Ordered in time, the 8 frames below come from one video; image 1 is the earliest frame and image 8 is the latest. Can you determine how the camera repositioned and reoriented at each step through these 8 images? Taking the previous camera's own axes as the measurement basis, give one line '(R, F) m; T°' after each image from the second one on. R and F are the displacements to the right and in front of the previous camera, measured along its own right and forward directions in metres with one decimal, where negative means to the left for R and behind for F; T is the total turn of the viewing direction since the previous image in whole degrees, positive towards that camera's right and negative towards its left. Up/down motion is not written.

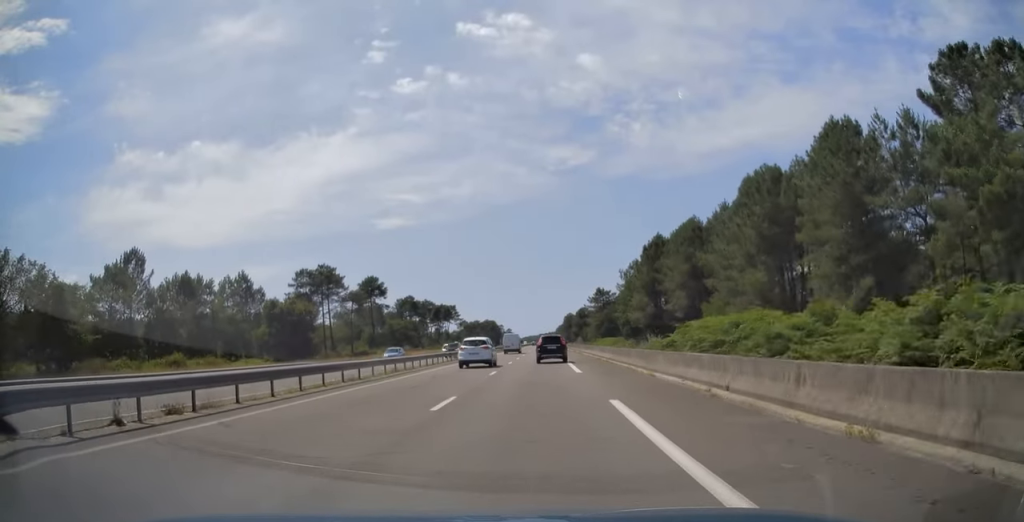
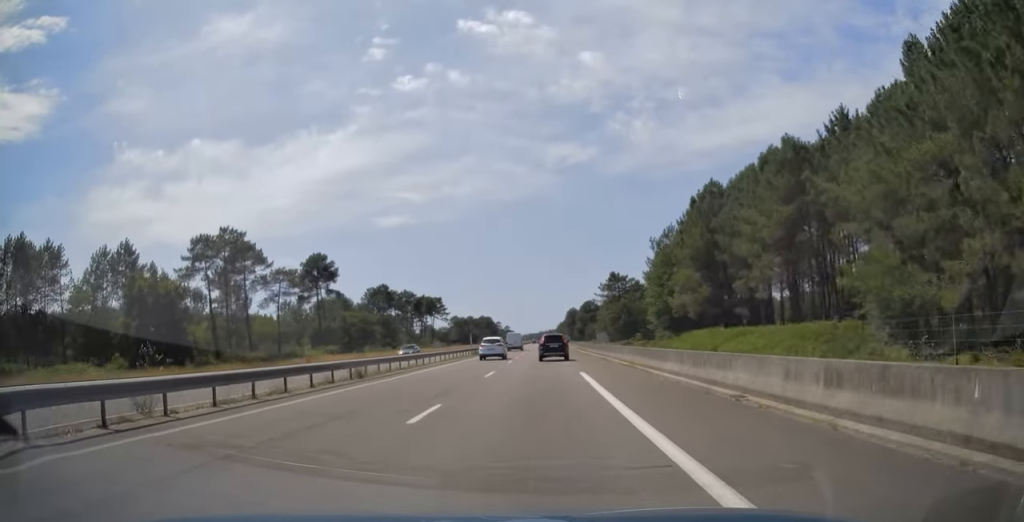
(-0.5, +40.8) m; -1°
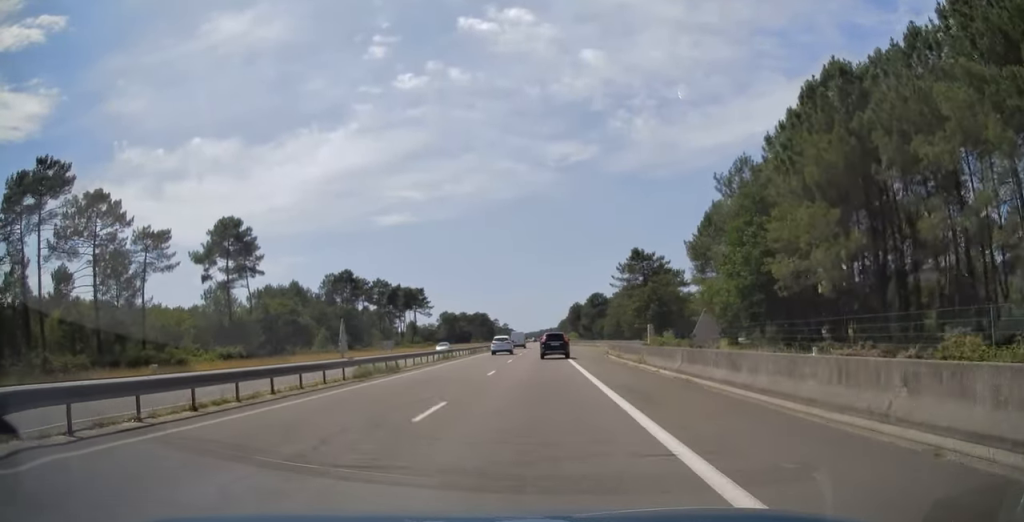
(+0.1, +38.8) m; 0°
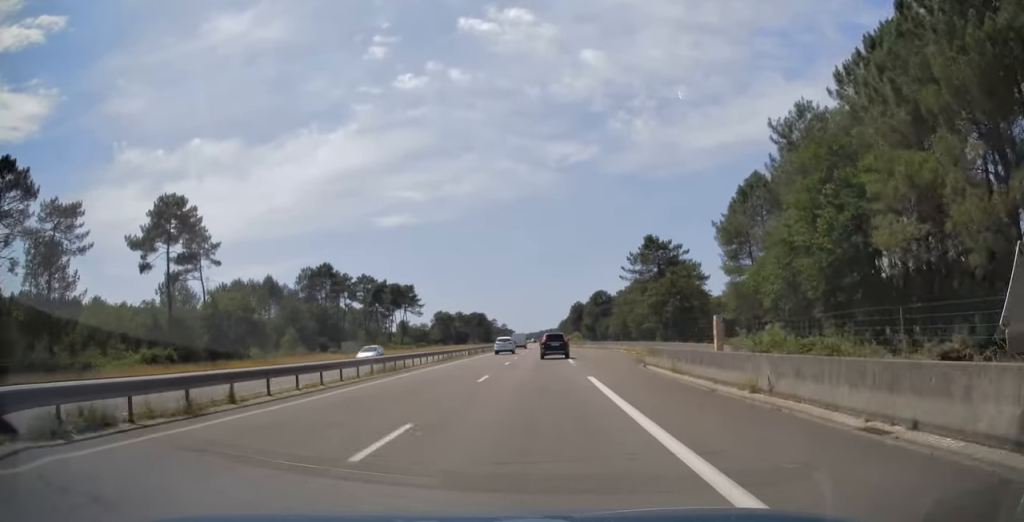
(0.0, +16.2) m; 0°
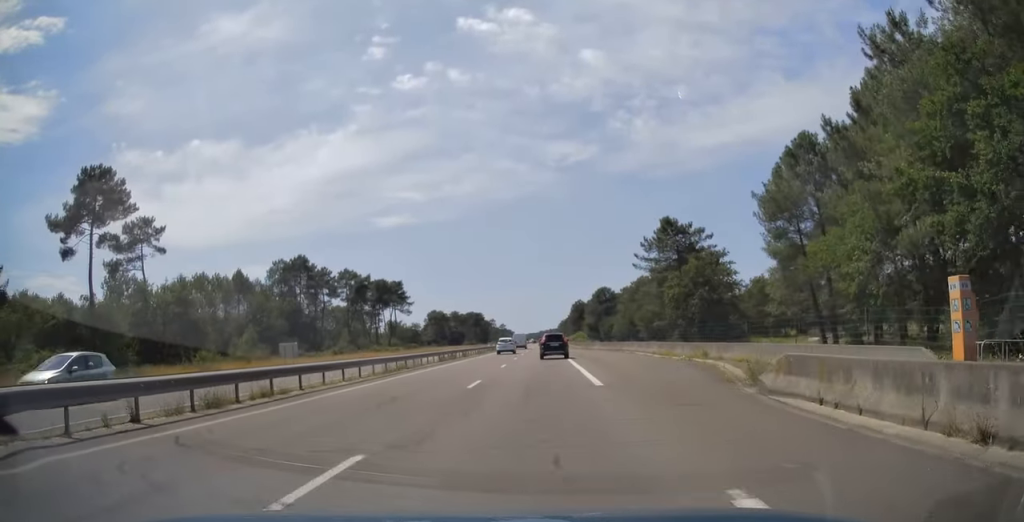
(0.0, +15.7) m; 0°
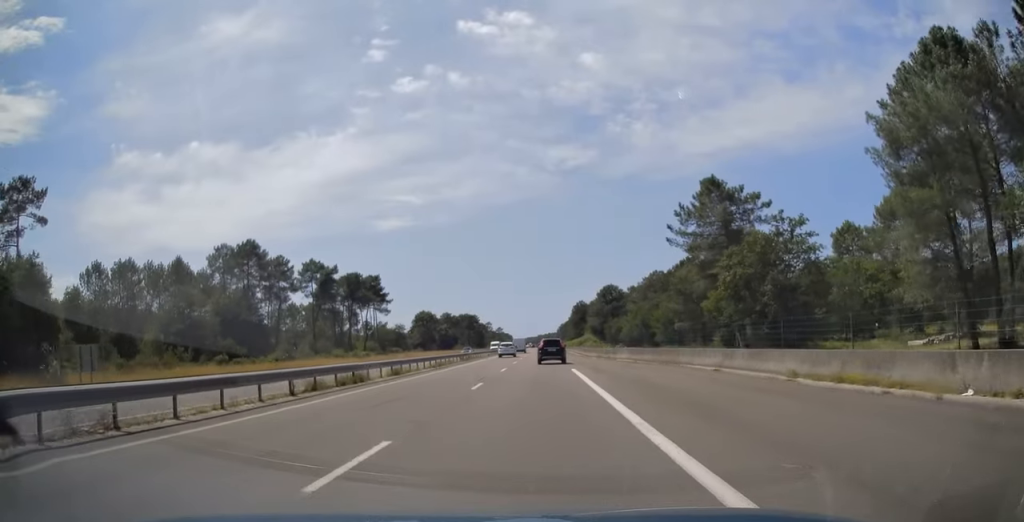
(0.0, +24.5) m; +1°
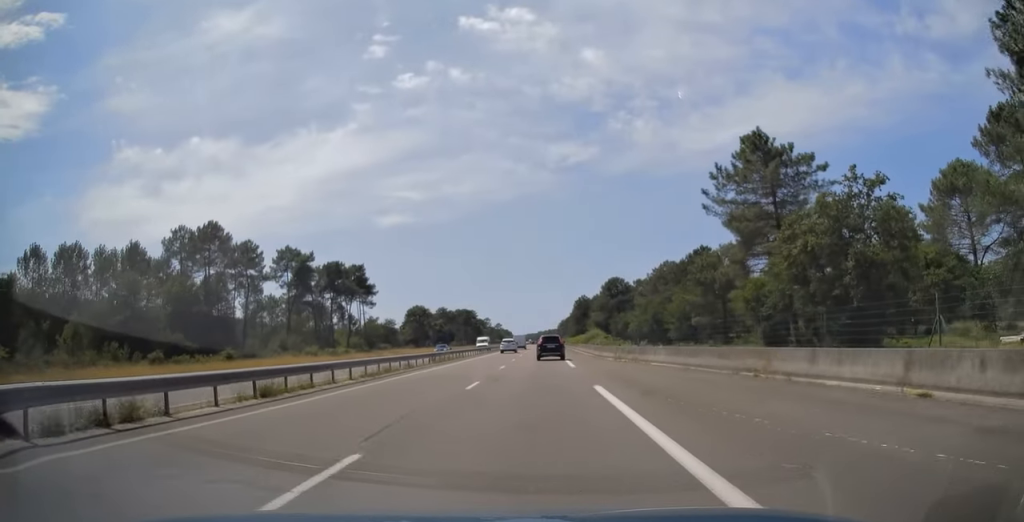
(0.0, +14.2) m; 0°
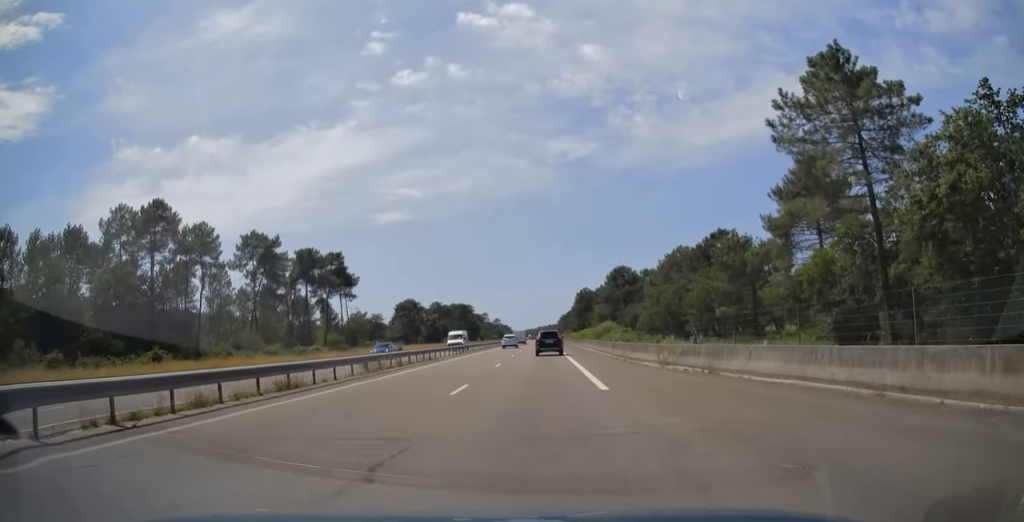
(+0.2, +15.7) m; 0°
